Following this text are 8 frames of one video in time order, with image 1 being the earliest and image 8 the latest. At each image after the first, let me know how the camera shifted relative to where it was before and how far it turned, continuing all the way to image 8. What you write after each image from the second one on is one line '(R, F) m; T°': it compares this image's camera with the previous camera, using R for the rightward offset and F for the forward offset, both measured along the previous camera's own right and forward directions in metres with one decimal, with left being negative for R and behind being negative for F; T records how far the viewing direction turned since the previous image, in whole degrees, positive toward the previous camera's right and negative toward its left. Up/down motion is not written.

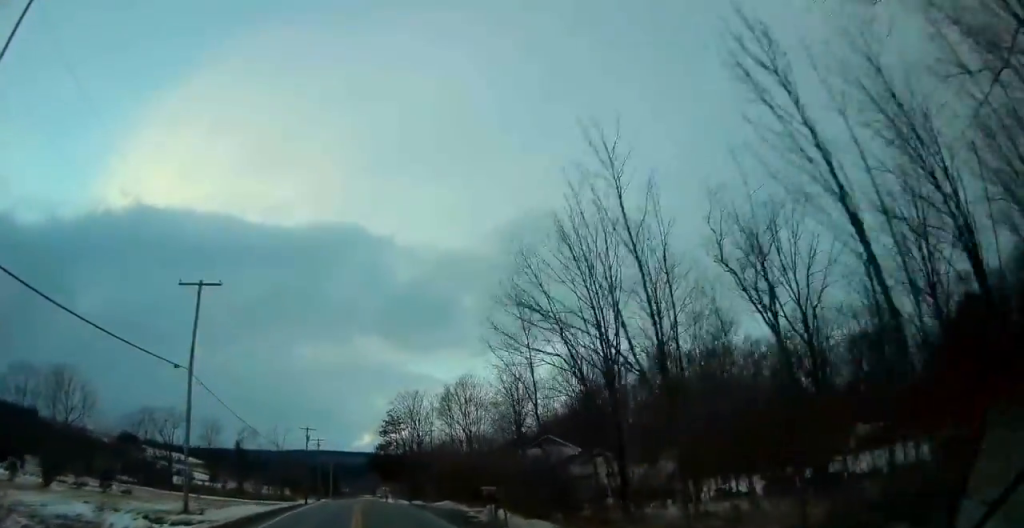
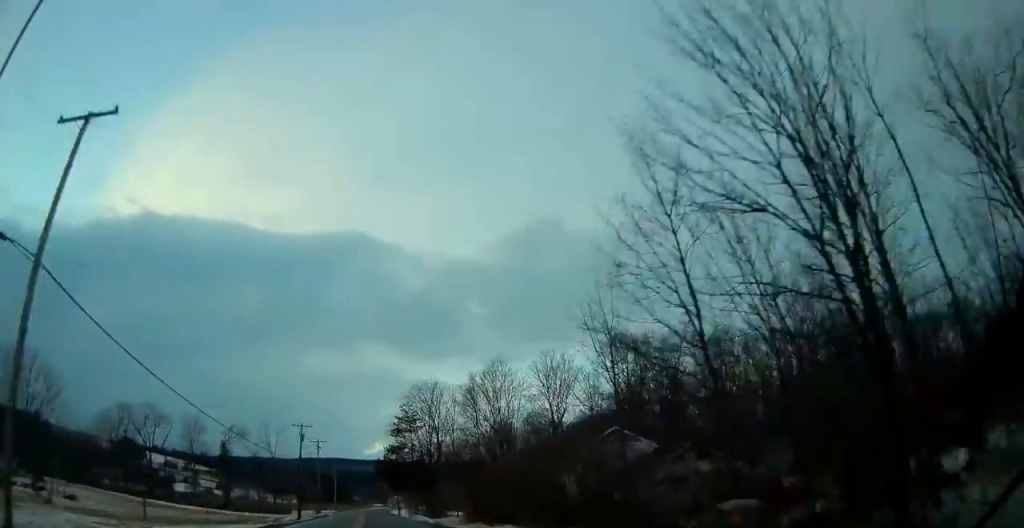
(-0.2, +15.4) m; 0°
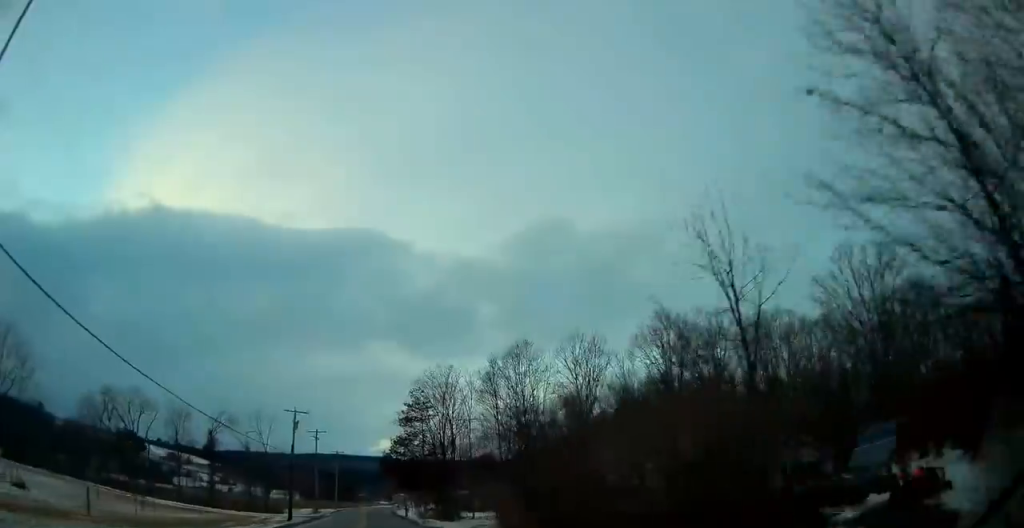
(+0.3, +9.3) m; -1°
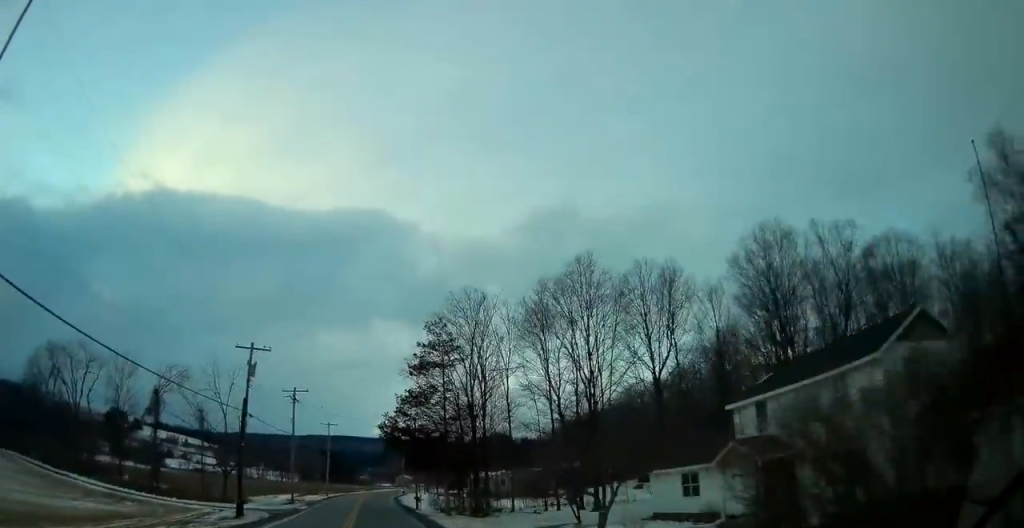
(-0.4, +19.8) m; -2°
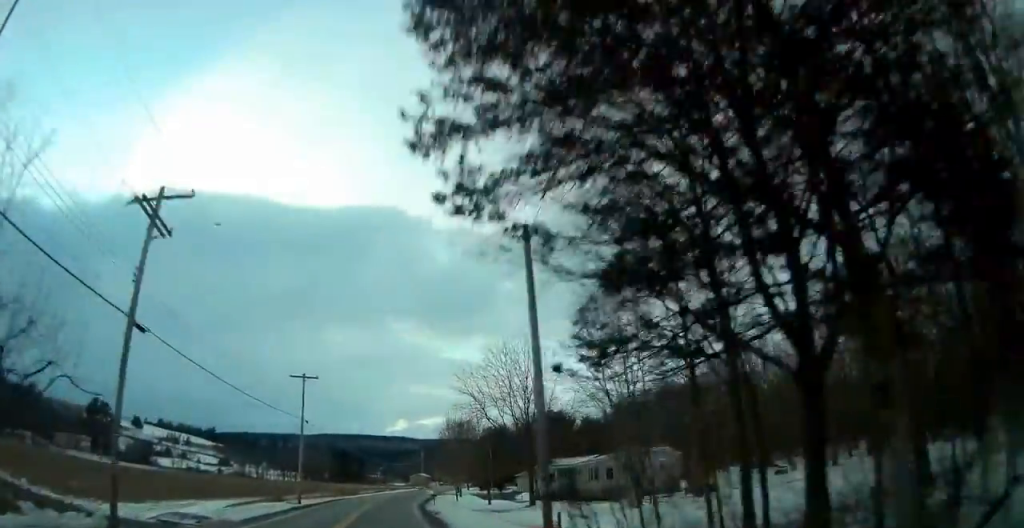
(-0.6, +36.2) m; -1°
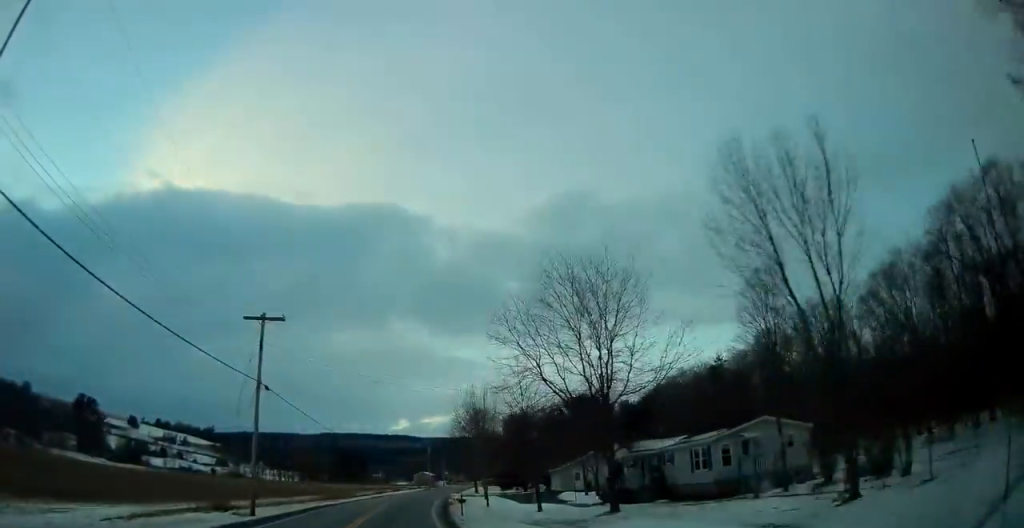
(0.0, +17.2) m; +1°
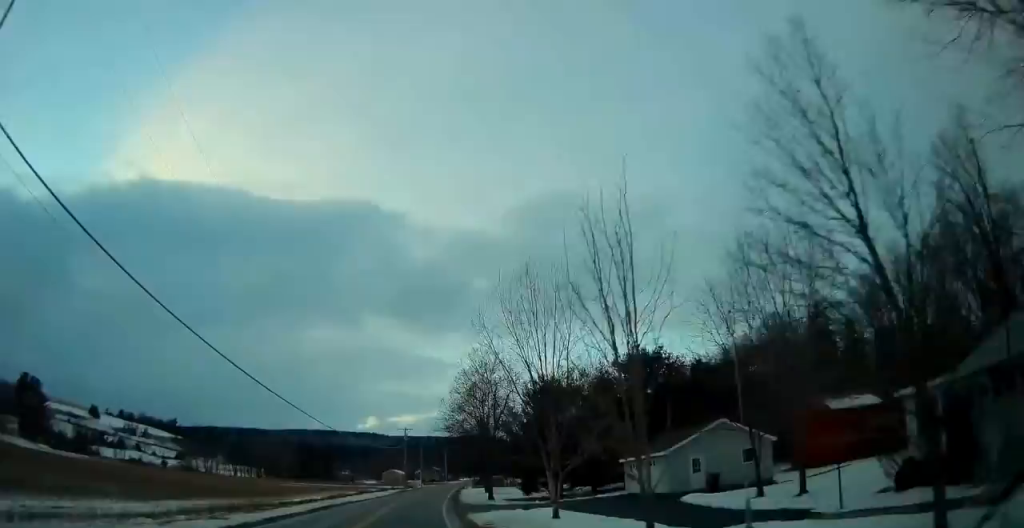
(+1.0, +31.0) m; +3°
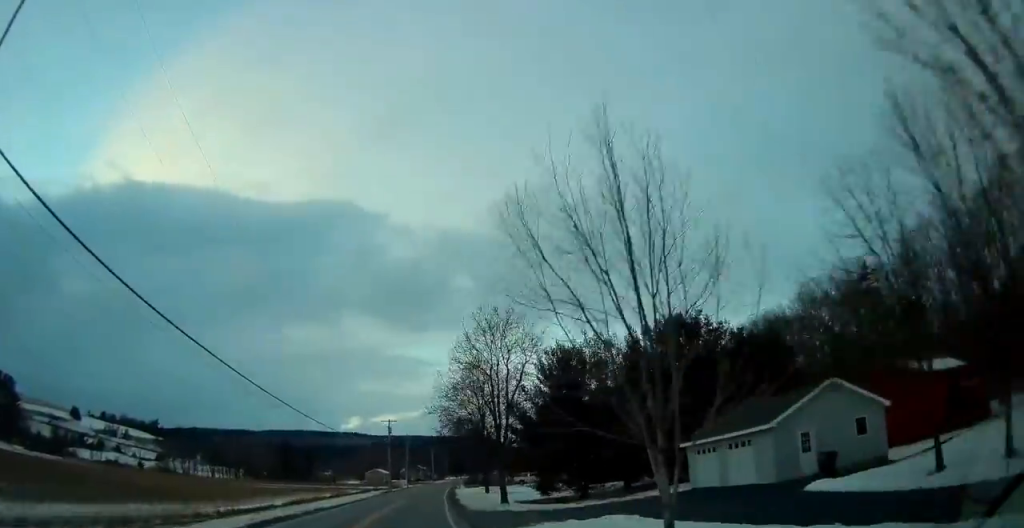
(0.0, +11.8) m; +1°
